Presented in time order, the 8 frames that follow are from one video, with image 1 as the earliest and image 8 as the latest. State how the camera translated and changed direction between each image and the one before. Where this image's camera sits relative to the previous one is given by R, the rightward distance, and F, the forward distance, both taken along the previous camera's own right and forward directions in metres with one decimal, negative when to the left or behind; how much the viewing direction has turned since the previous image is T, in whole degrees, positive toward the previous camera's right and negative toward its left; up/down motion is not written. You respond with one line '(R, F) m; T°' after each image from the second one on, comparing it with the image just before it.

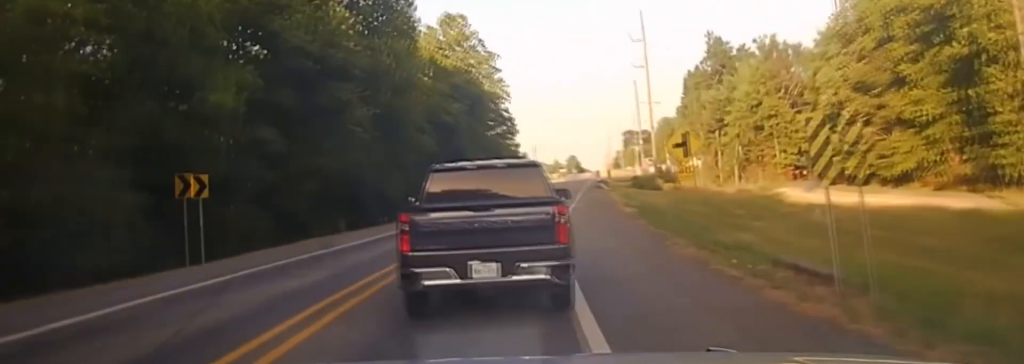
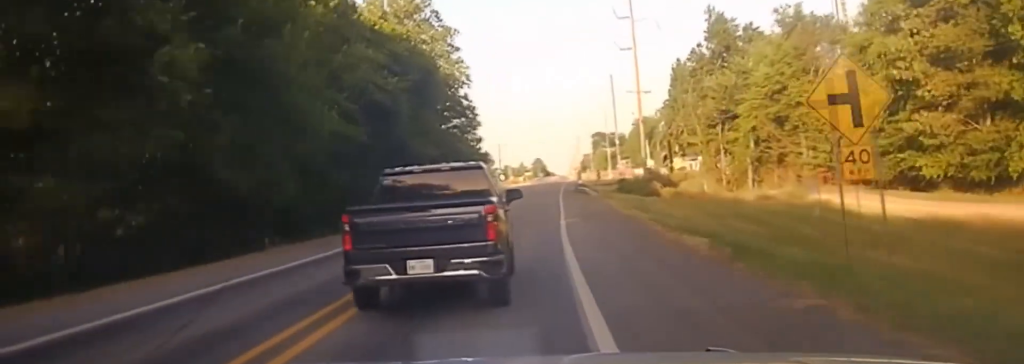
(+1.0, +19.8) m; +2°
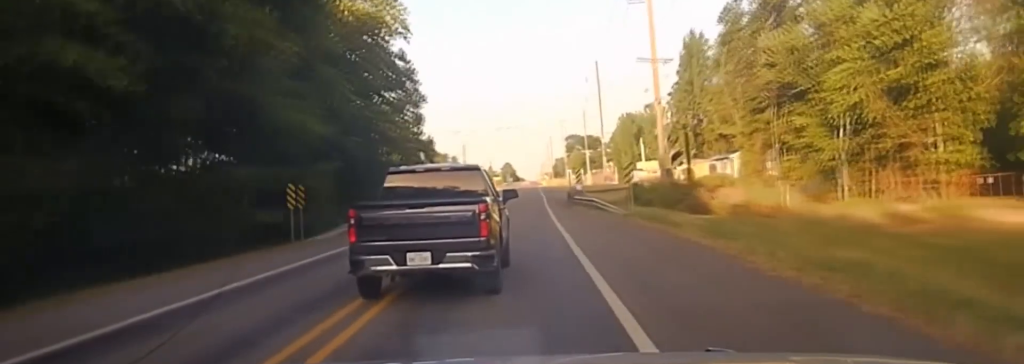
(+0.9, +31.5) m; +3°
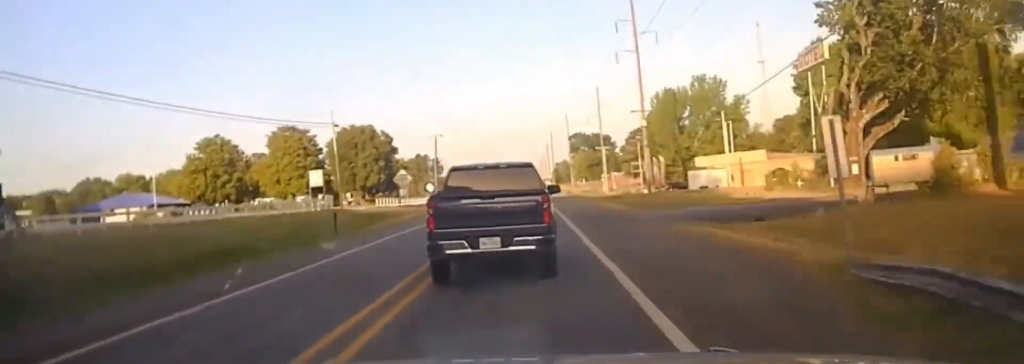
(+1.8, +59.4) m; +2°
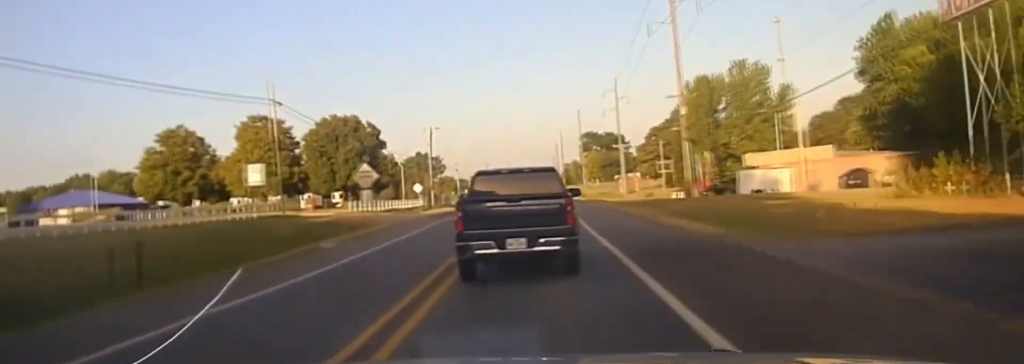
(-0.4, +21.4) m; -1°
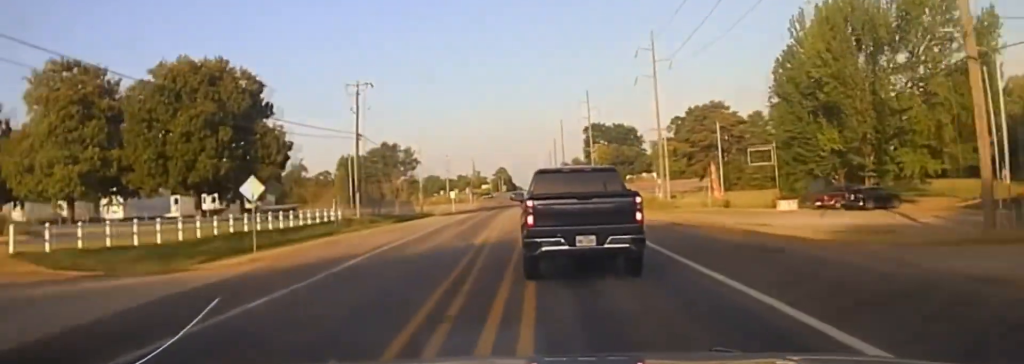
(-0.5, +53.1) m; -2°
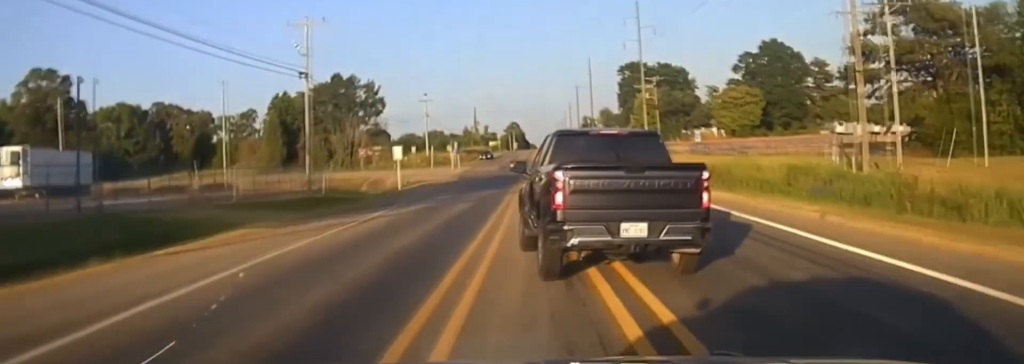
(-2.7, +67.7) m; -3°
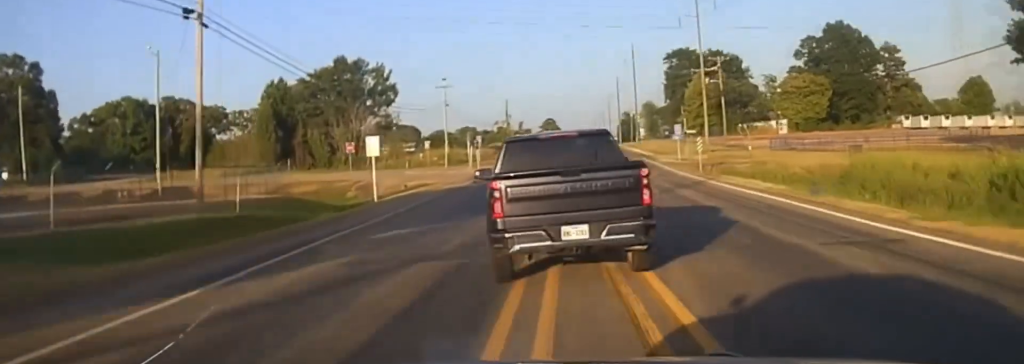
(-0.2, +22.7) m; 0°
